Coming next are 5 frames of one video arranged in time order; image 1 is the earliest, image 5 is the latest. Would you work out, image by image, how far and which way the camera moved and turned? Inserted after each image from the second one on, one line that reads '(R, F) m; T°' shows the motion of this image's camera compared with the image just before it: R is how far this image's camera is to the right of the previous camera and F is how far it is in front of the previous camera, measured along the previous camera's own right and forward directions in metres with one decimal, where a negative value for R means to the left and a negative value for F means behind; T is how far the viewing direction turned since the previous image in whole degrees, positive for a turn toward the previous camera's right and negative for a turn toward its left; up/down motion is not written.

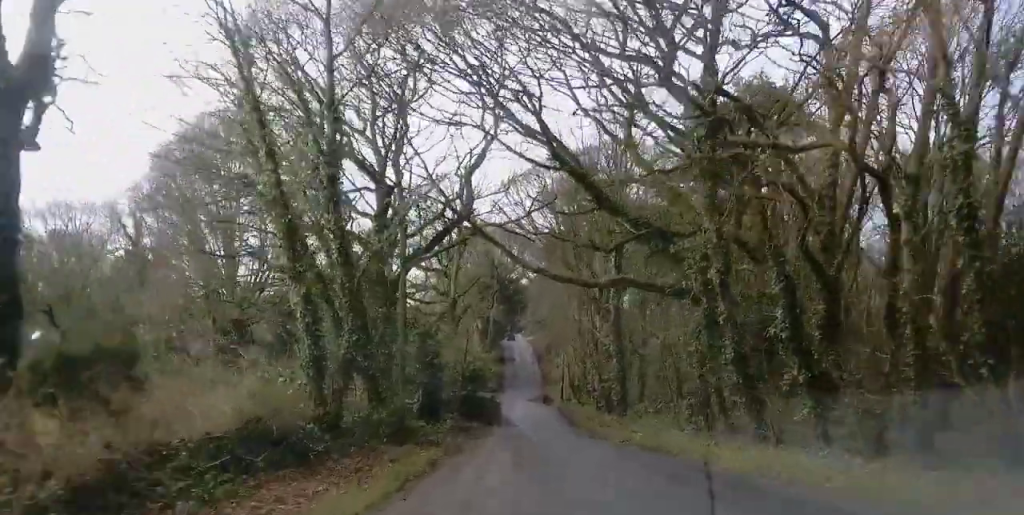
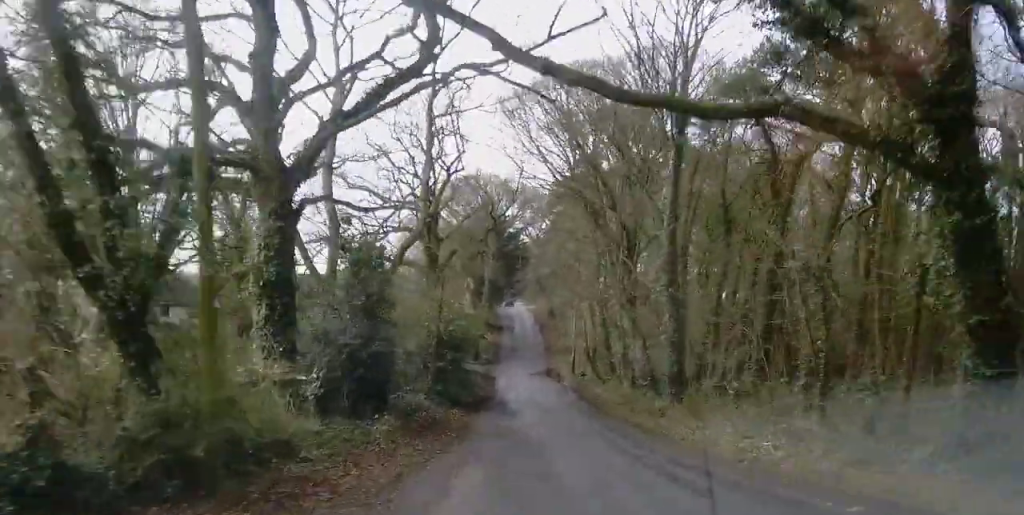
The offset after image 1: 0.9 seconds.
(-0.1, +12.8) m; -1°
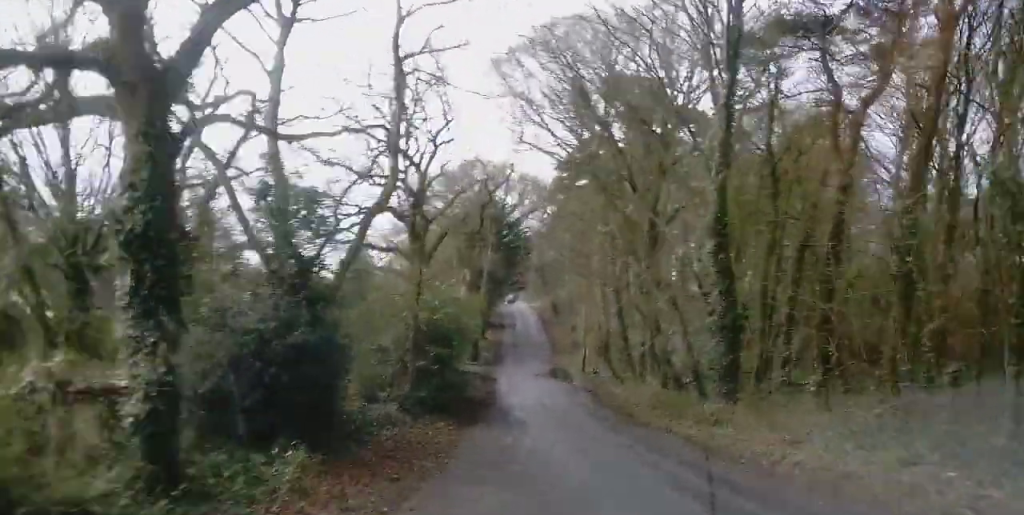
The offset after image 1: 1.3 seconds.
(0.0, +6.0) m; -1°
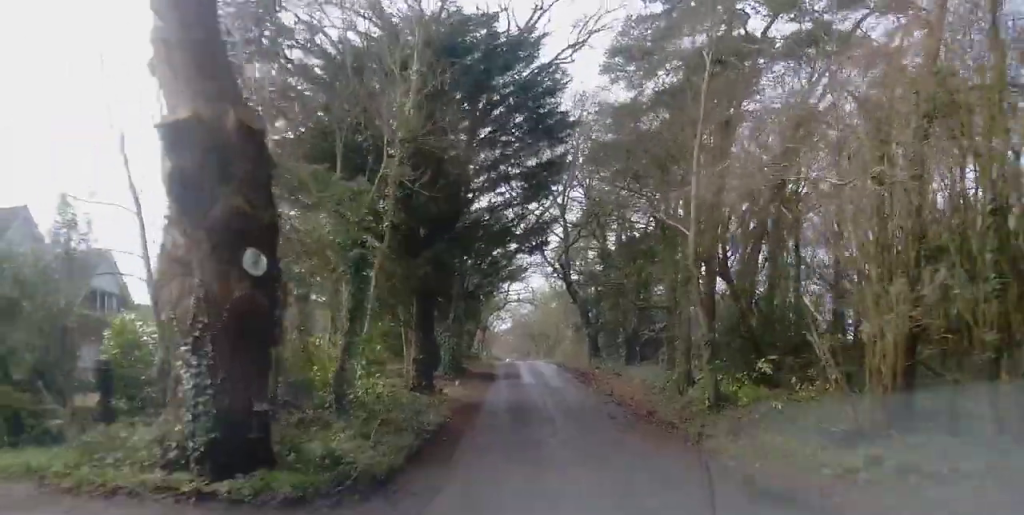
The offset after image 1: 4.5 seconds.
(+0.3, +47.3) m; +2°
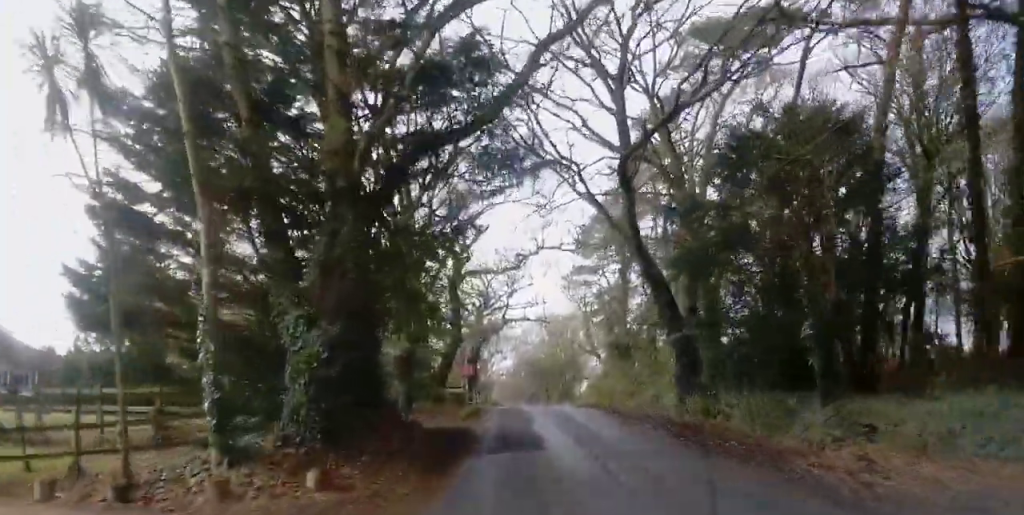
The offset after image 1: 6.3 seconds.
(-0.1, +26.1) m; 0°
